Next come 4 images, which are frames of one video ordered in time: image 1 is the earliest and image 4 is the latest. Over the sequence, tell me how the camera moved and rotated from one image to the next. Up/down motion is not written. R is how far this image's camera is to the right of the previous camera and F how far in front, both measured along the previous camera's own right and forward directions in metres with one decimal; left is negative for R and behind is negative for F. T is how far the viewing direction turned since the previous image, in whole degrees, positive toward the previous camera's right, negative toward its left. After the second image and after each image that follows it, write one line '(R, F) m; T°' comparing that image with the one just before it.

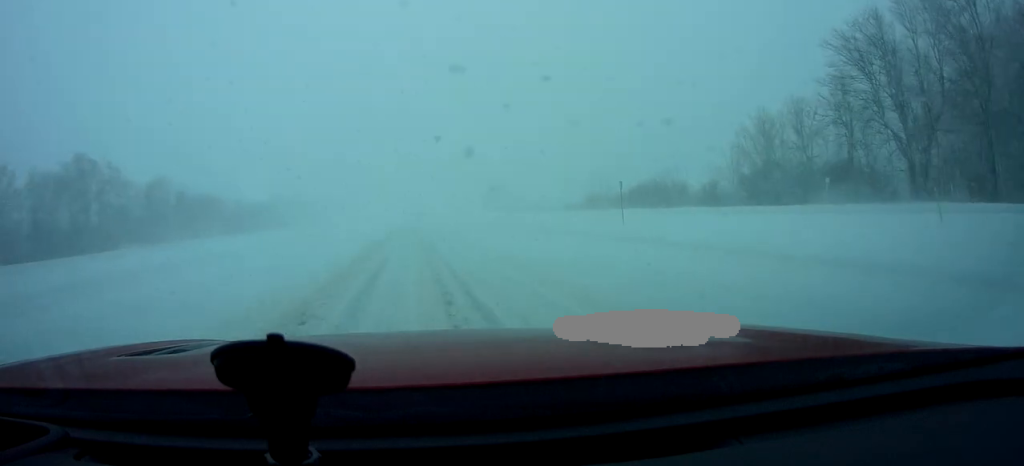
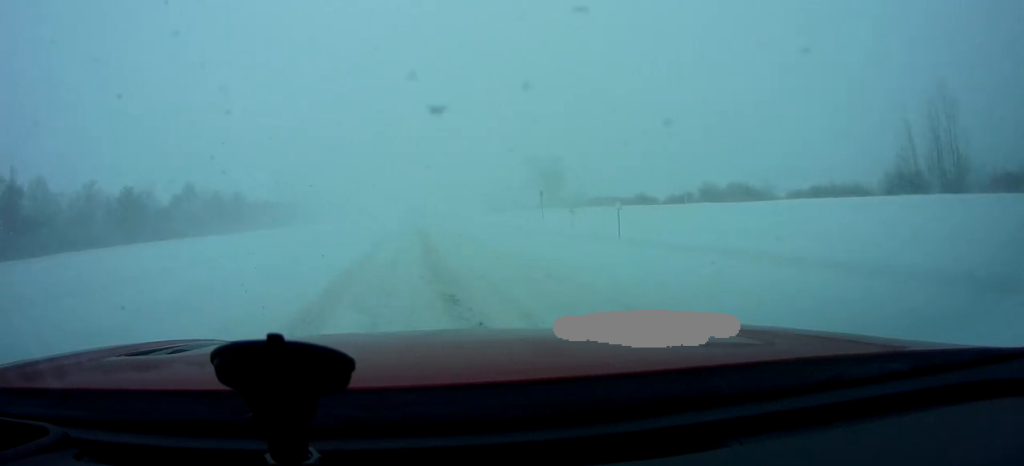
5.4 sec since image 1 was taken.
(-1.8, +93.1) m; -1°
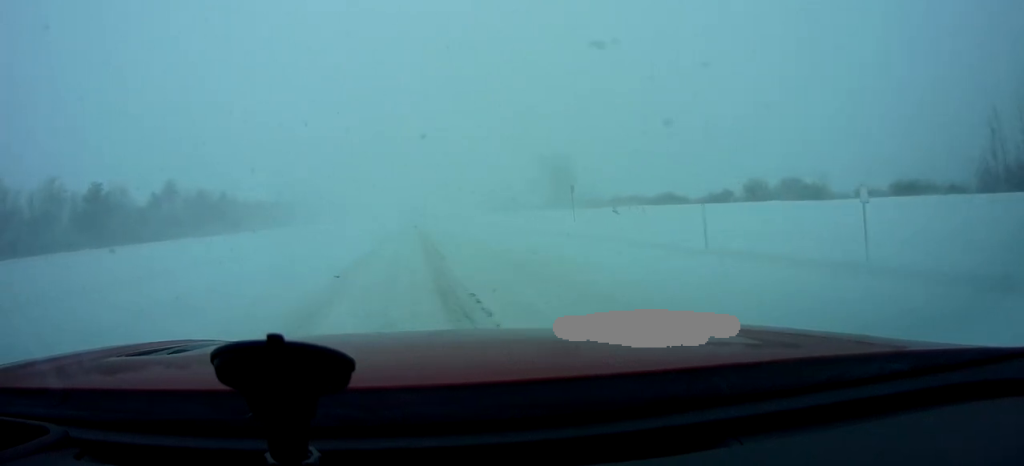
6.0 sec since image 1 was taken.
(+0.4, +10.7) m; +1°
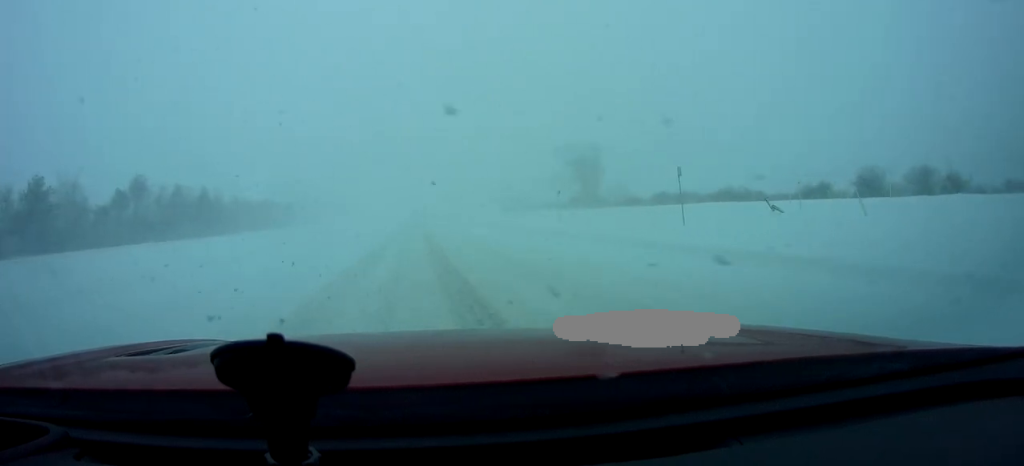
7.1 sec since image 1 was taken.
(-0.5, +17.3) m; 0°
